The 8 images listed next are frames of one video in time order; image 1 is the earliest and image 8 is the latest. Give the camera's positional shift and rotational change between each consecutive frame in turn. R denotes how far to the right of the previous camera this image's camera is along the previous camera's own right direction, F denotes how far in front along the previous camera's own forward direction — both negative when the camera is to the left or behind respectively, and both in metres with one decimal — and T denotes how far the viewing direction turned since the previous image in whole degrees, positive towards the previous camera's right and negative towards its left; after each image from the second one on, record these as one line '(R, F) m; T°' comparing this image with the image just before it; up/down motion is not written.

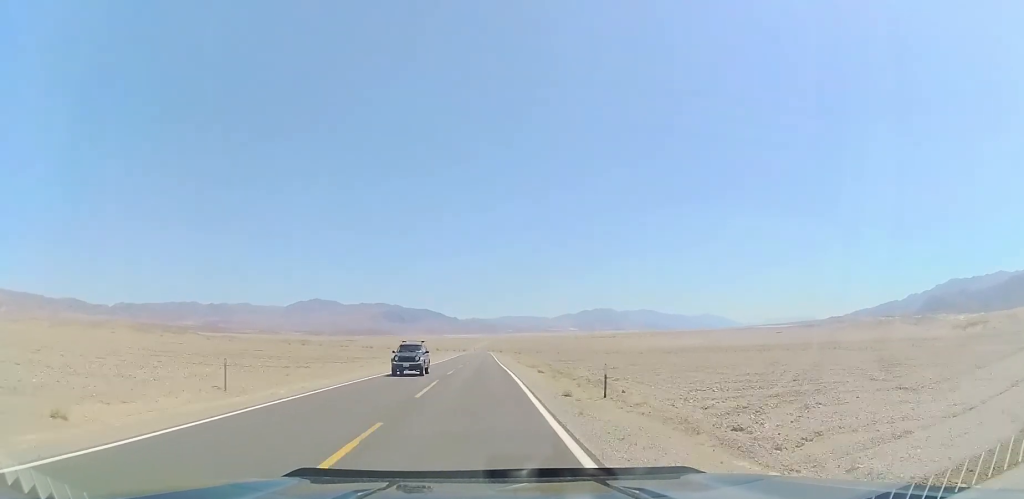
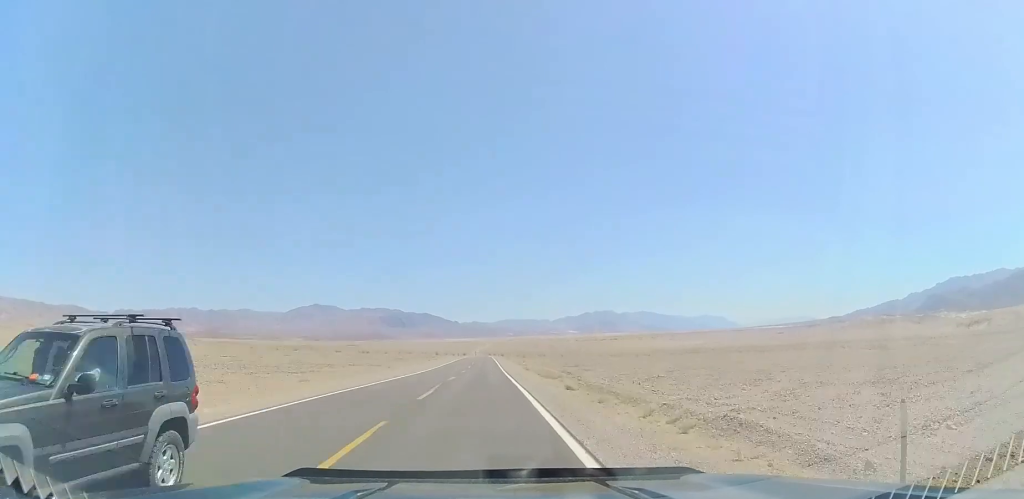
(0.0, +13.7) m; 0°
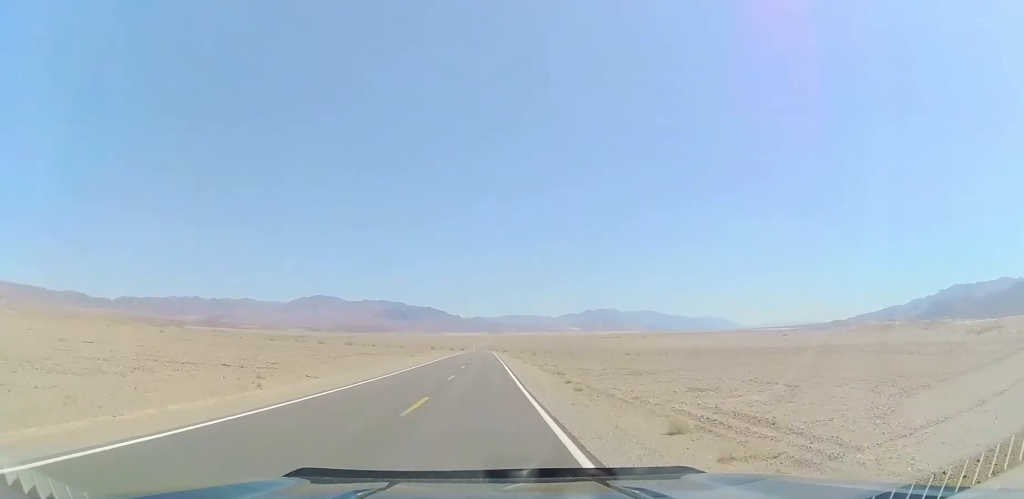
(0.0, +32.6) m; 0°
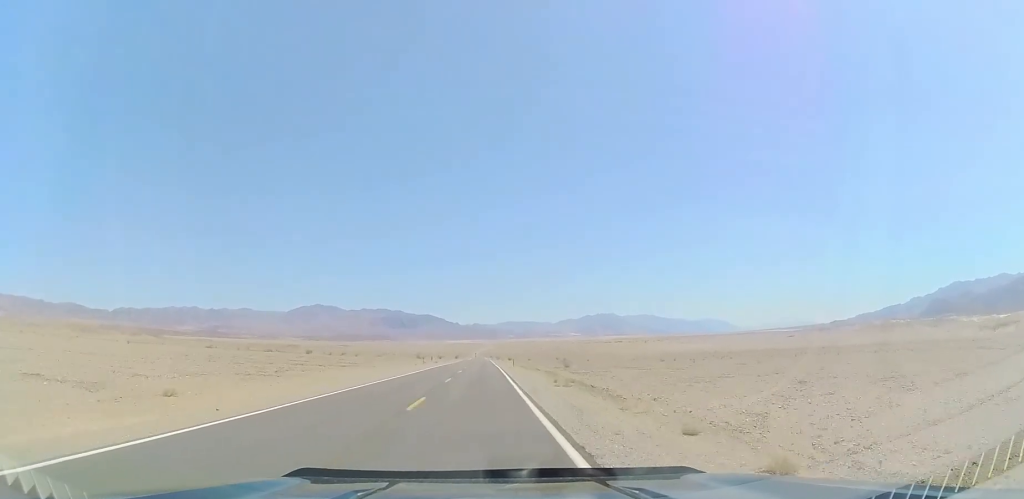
(+0.5, +58.5) m; 0°
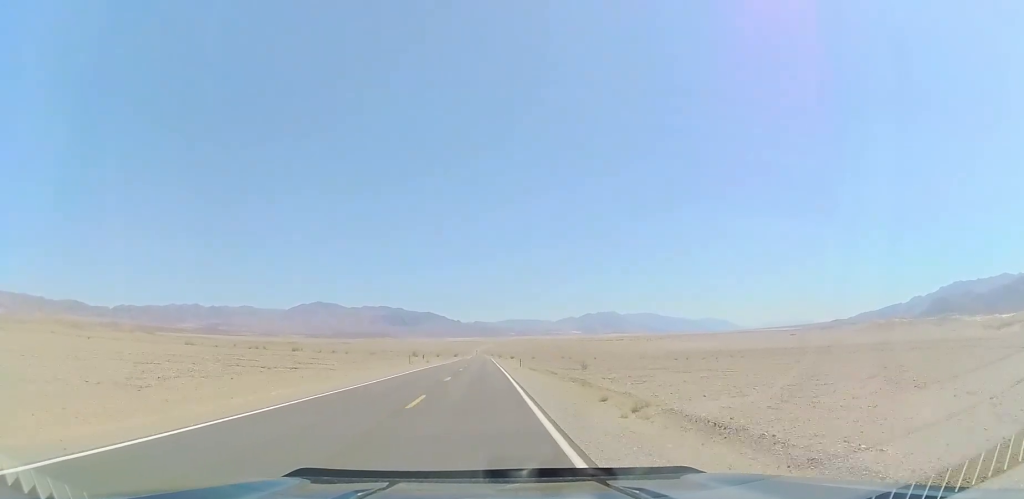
(-0.2, +14.4) m; 0°
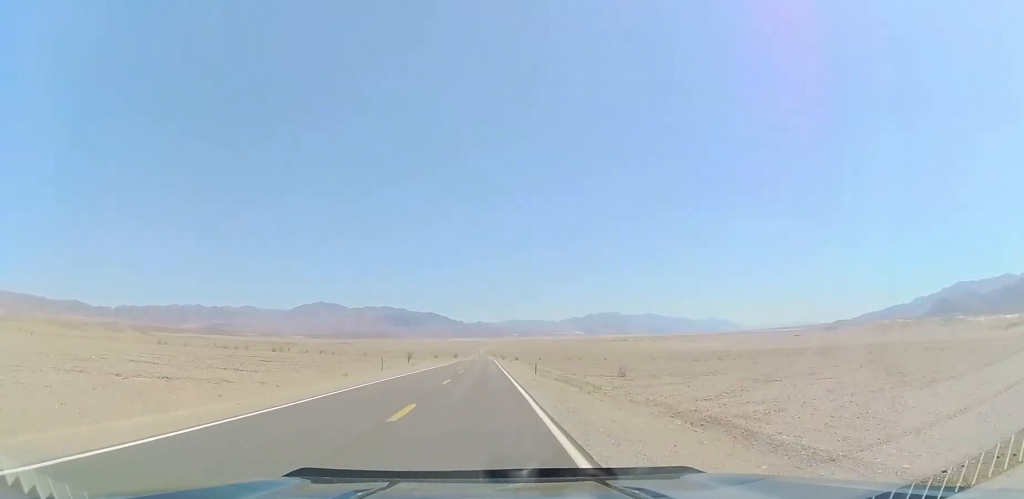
(-0.3, +17.5) m; -1°
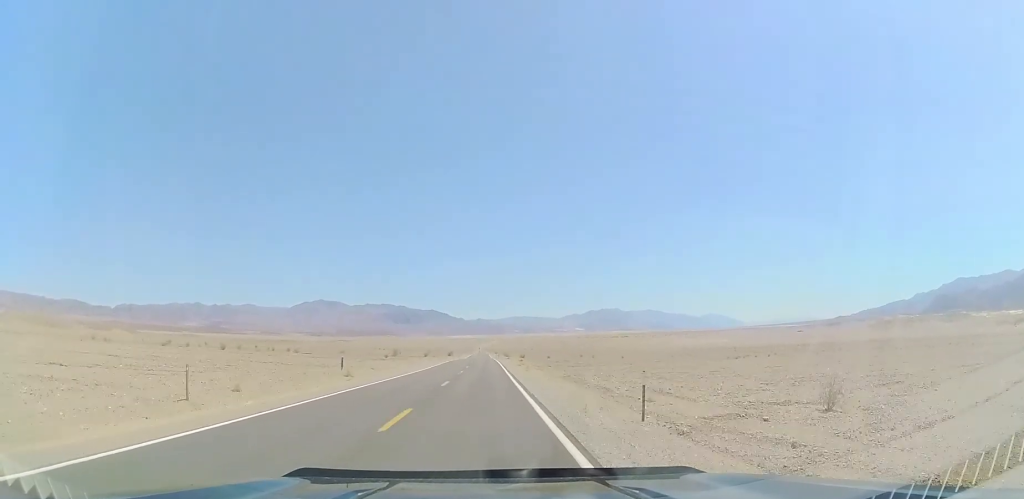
(-0.1, +30.9) m; +1°
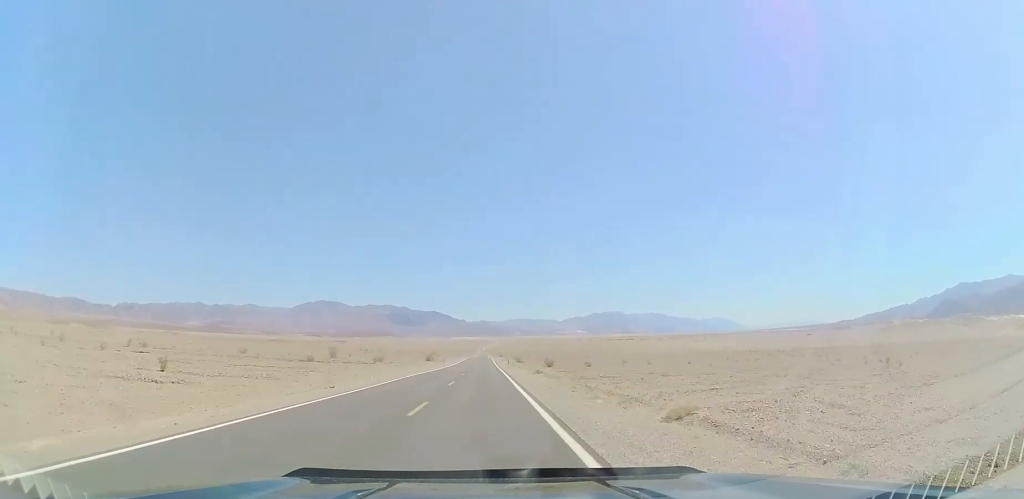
(-0.3, +69.4) m; -1°
